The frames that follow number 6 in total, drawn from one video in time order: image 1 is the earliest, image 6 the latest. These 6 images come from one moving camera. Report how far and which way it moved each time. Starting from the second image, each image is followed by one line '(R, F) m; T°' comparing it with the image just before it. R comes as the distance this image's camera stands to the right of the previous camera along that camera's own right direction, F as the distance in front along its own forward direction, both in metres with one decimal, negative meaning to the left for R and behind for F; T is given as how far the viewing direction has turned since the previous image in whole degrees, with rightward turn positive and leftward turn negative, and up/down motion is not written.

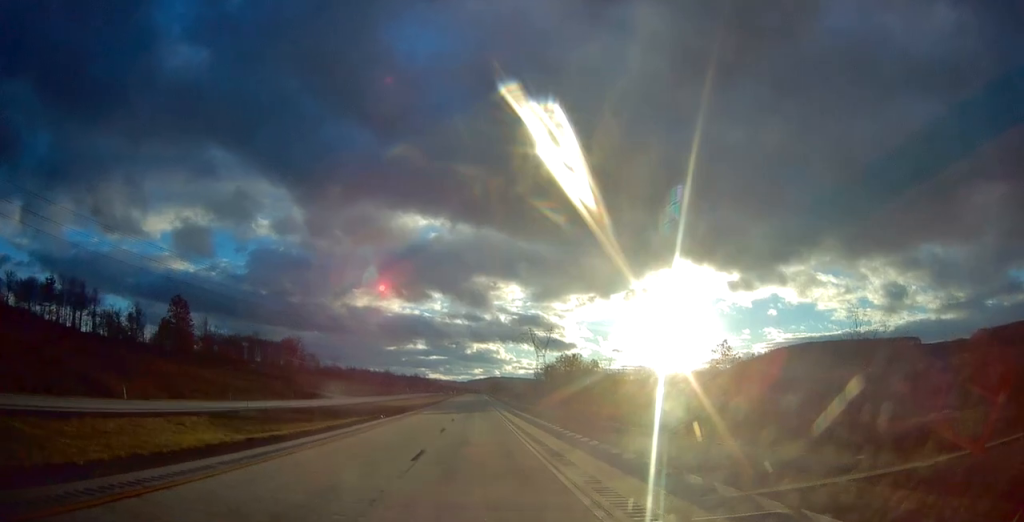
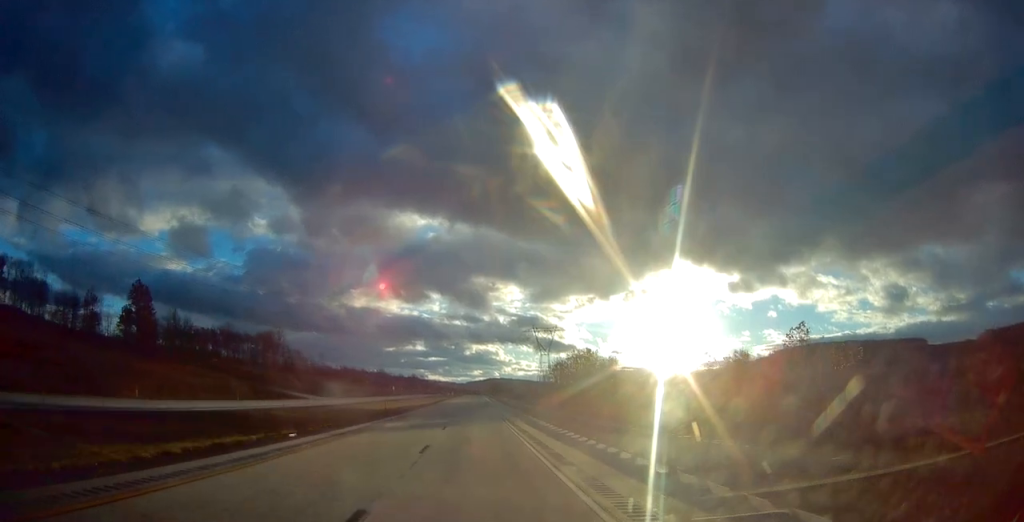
(+0.1, +22.4) m; 0°
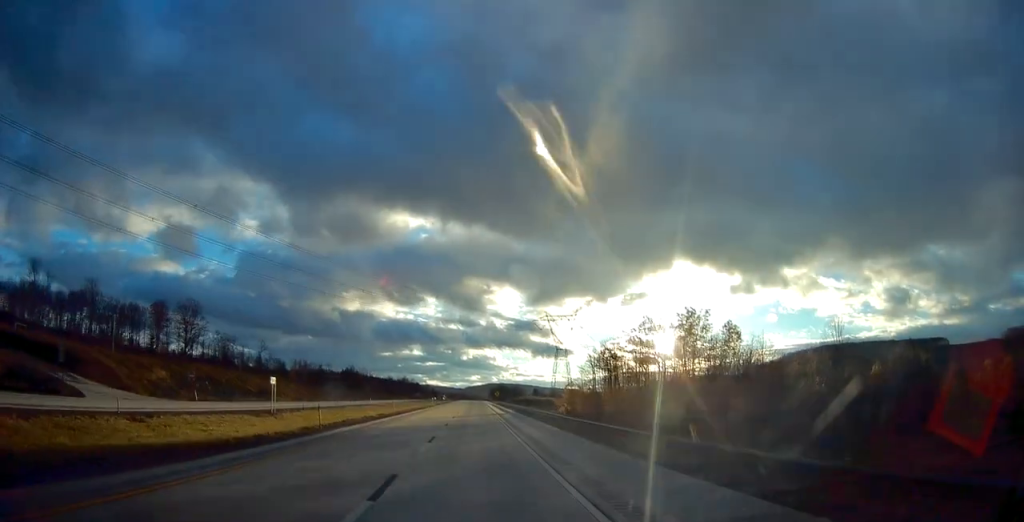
(0.0, +69.2) m; 0°
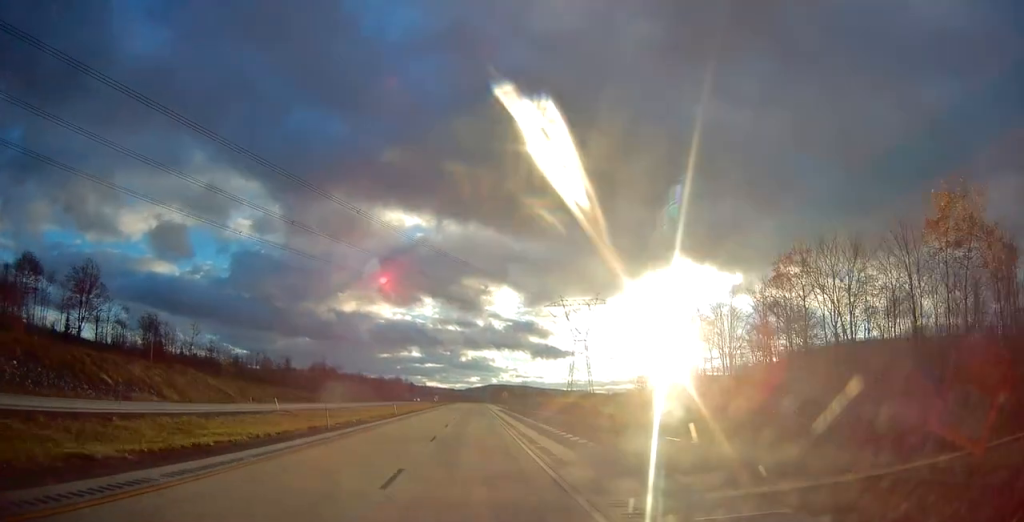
(+0.4, +47.5) m; 0°
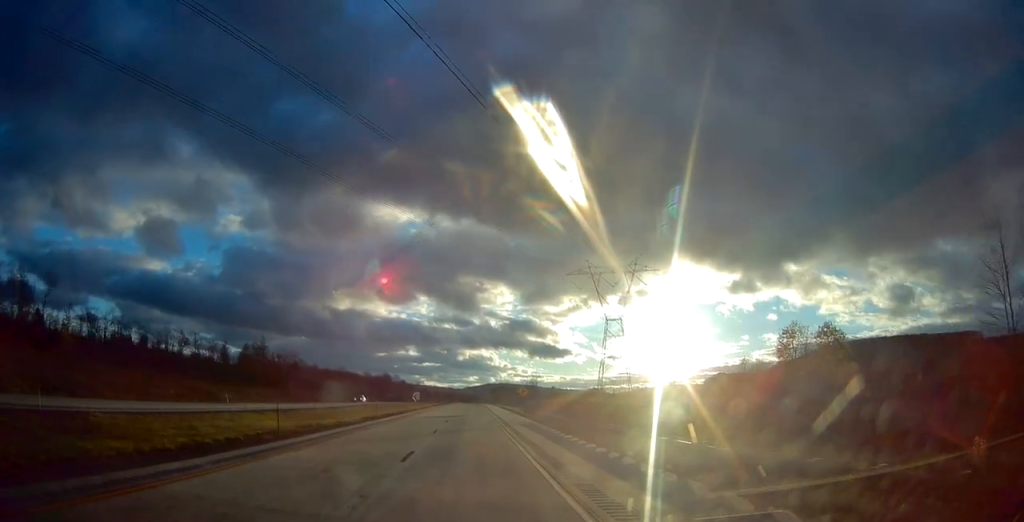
(-0.7, +56.5) m; 0°
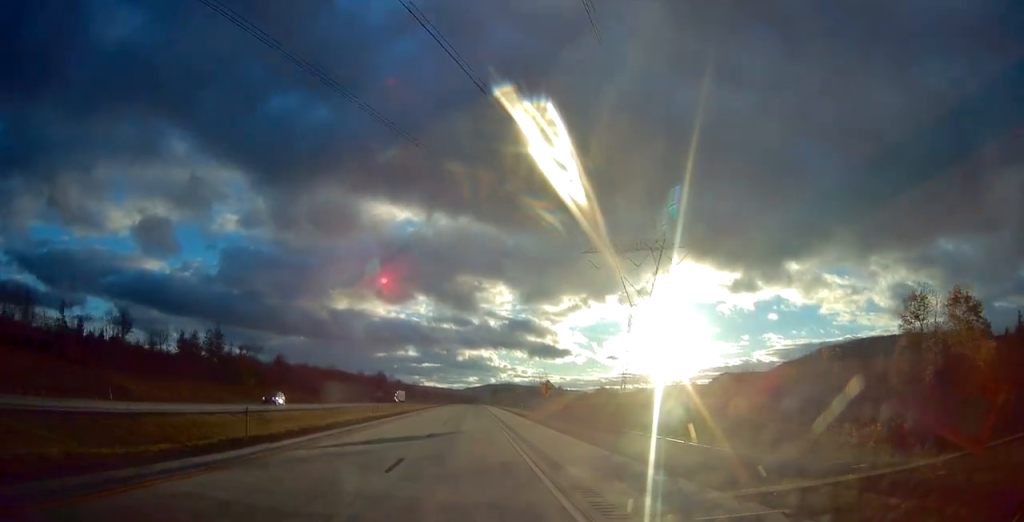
(+0.3, +26.2) m; 0°
